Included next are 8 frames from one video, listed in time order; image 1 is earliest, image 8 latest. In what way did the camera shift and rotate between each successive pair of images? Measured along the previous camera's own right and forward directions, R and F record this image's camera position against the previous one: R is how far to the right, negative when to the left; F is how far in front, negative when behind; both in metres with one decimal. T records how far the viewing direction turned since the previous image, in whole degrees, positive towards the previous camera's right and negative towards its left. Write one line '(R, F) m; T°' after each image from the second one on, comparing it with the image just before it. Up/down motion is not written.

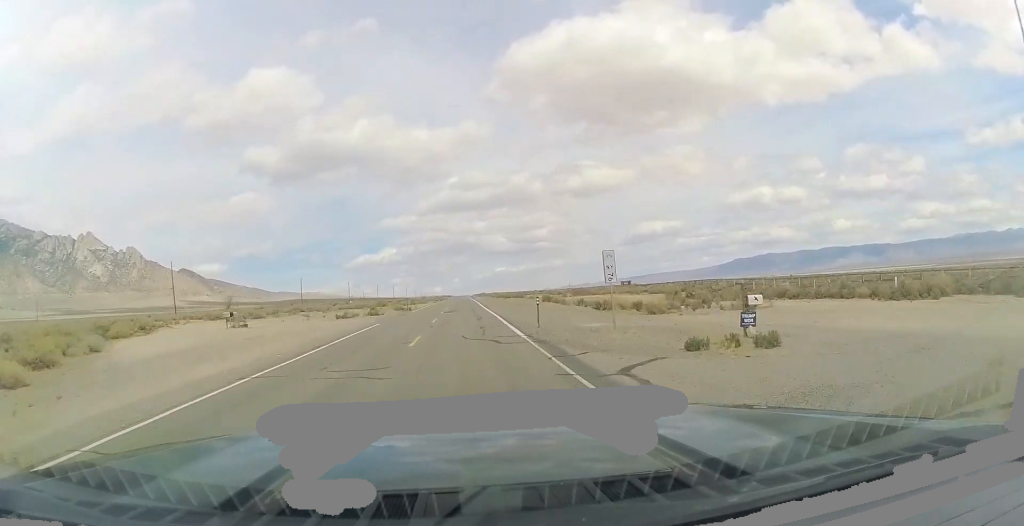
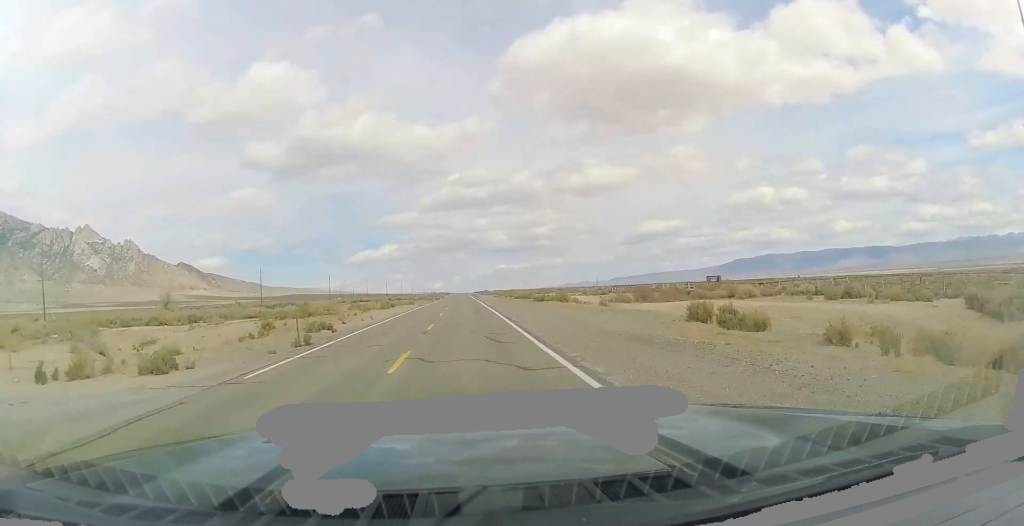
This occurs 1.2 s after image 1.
(-0.4, +42.2) m; -1°
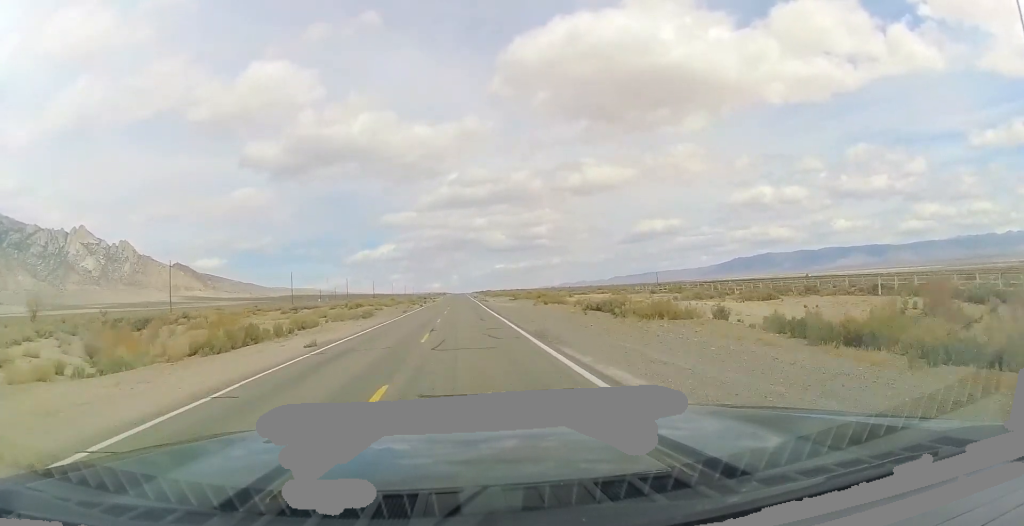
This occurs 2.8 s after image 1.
(-0.1, +54.8) m; 0°
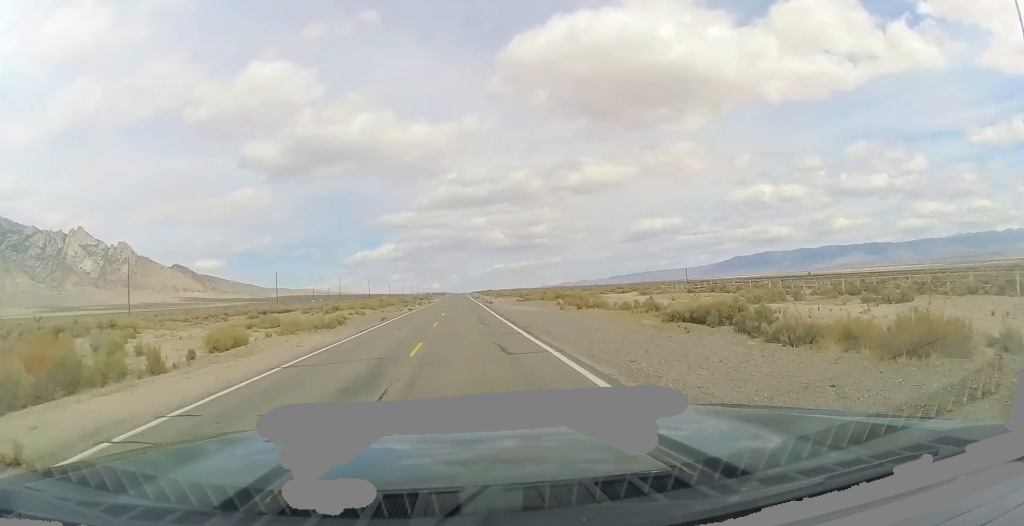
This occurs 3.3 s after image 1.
(0.0, +16.0) m; 0°
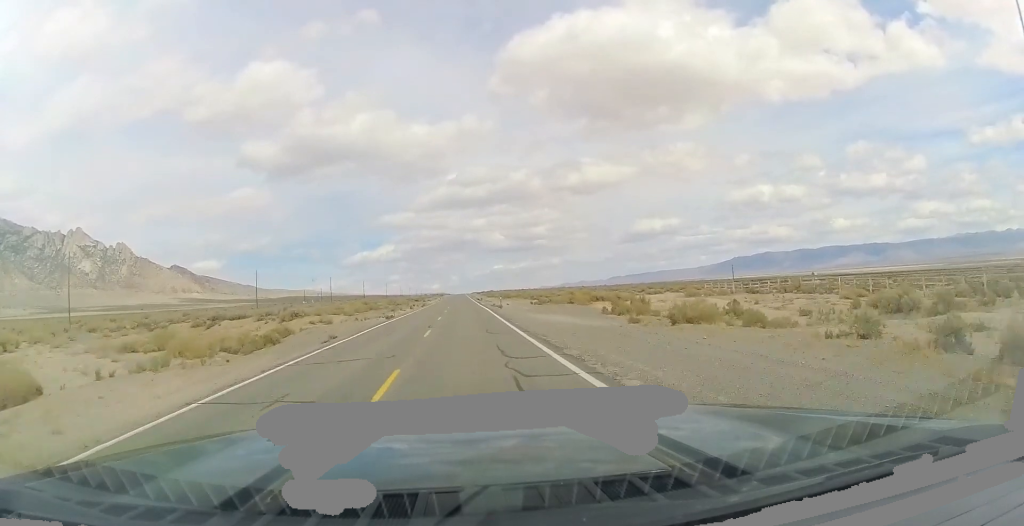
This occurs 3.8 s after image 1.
(0.0, +18.3) m; 0°
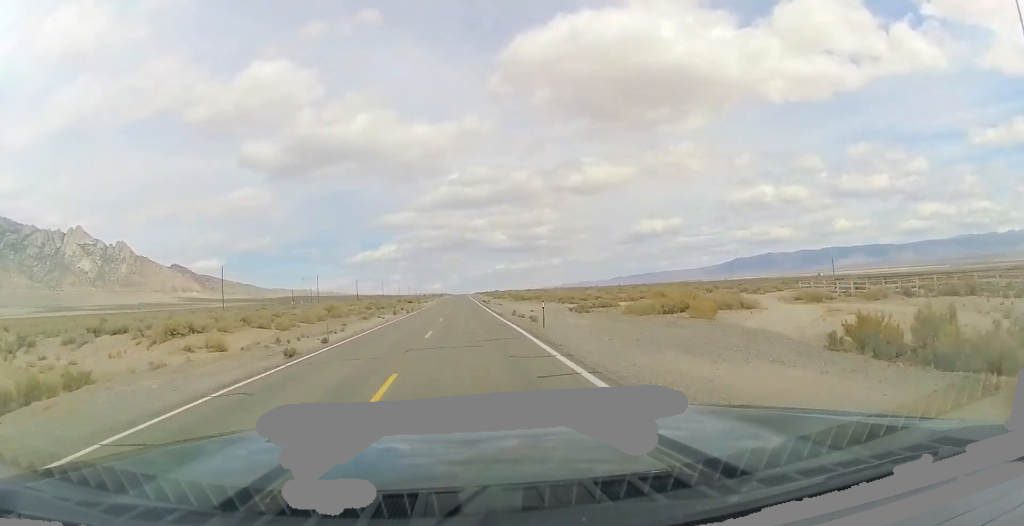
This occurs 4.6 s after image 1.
(0.0, +25.2) m; 0°
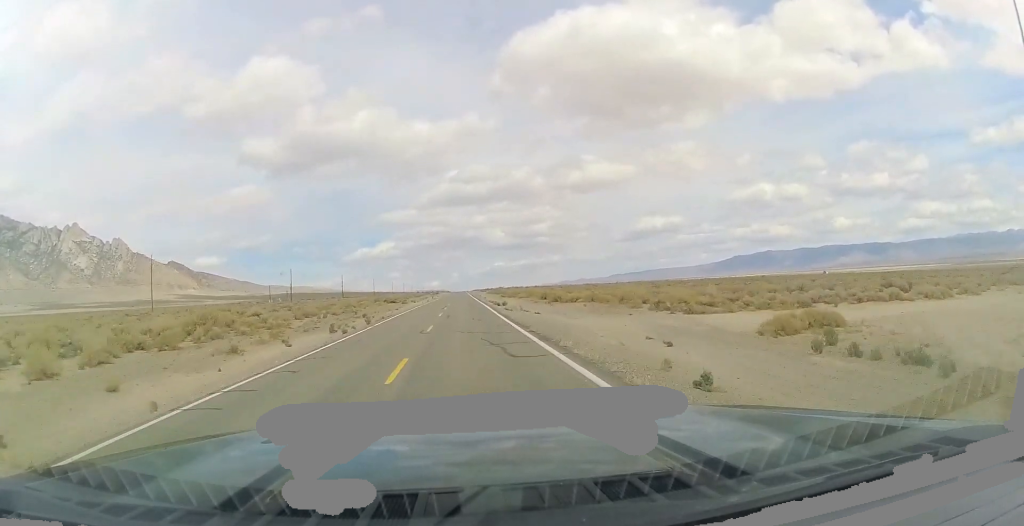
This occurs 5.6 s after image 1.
(+0.1, +34.4) m; 0°
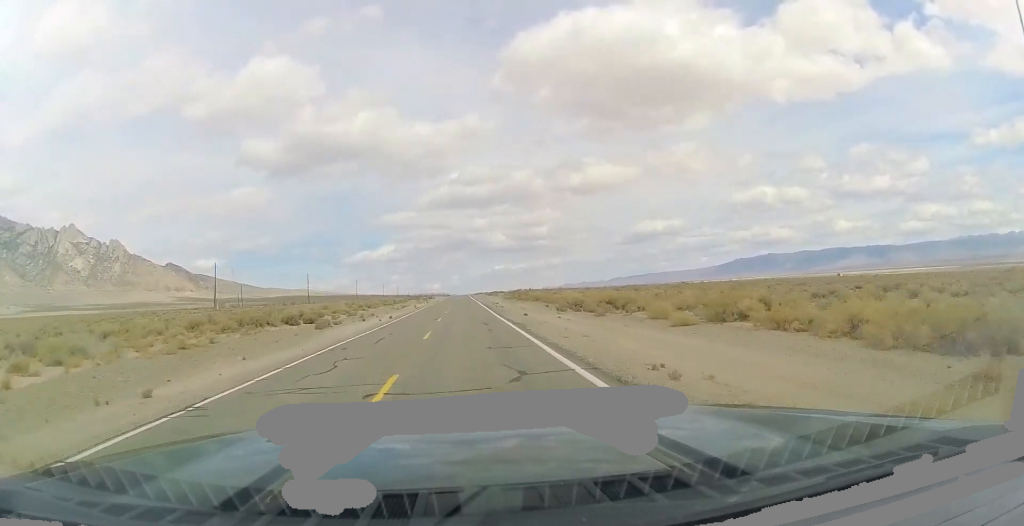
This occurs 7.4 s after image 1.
(-0.4, +63.2) m; 0°
